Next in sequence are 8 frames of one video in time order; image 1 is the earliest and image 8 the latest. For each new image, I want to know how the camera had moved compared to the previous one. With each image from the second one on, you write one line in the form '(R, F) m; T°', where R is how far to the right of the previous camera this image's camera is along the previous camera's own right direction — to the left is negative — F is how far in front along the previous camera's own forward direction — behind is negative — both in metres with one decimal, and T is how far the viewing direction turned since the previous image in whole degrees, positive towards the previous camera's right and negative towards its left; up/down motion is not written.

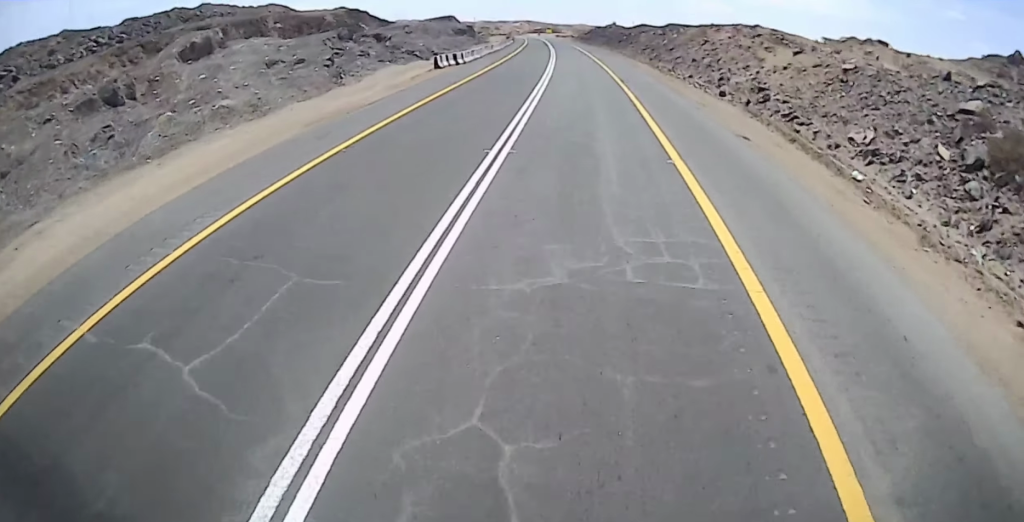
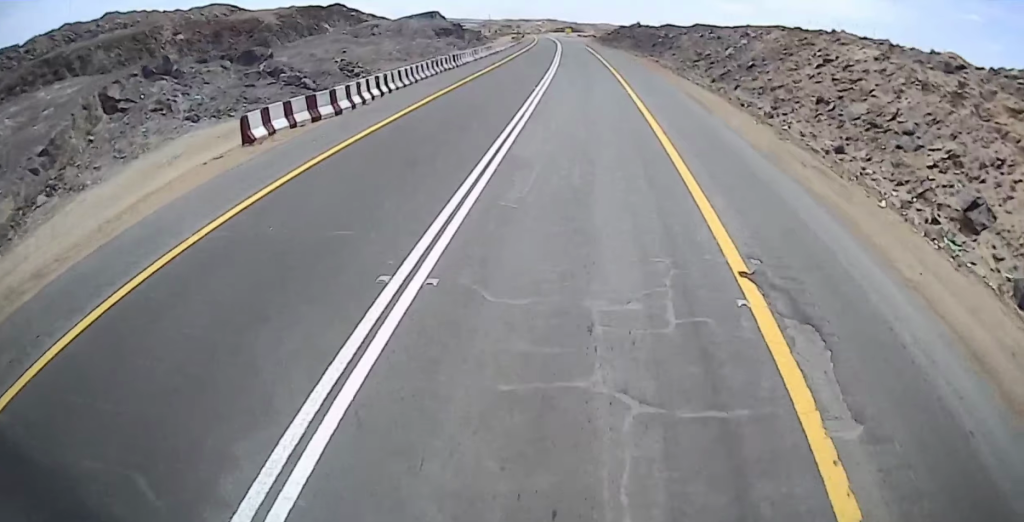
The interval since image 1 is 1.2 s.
(0.0, +23.7) m; 0°
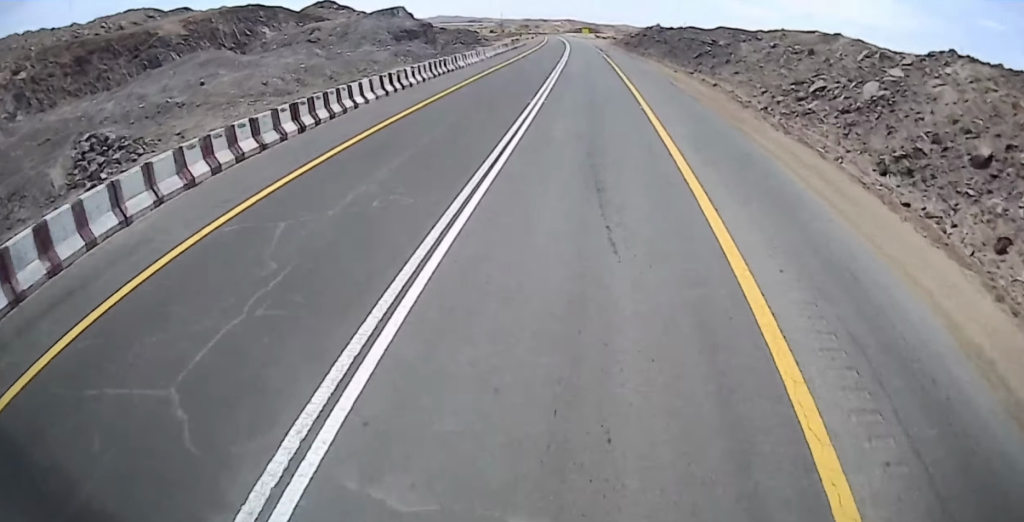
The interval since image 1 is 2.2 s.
(0.0, +21.9) m; 0°
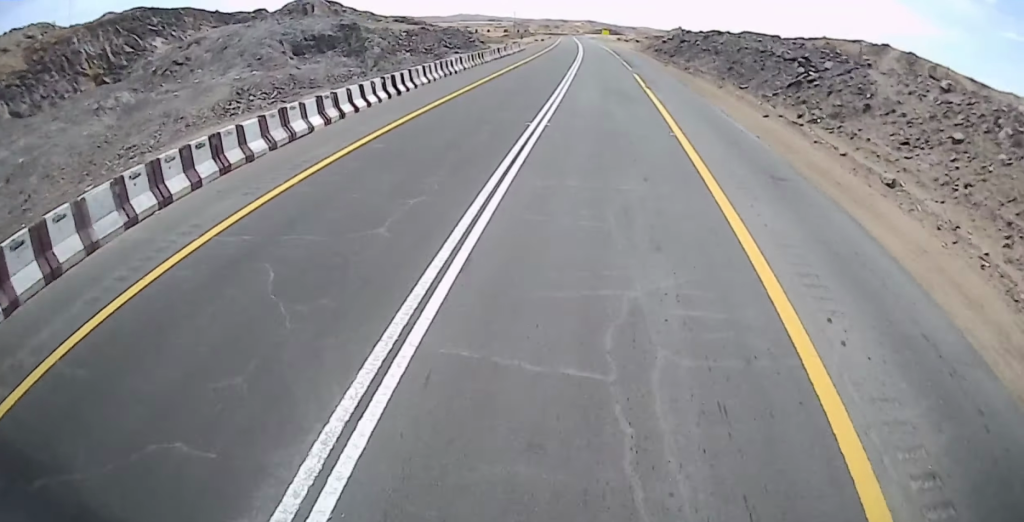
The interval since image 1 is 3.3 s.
(0.0, +21.9) m; -4°
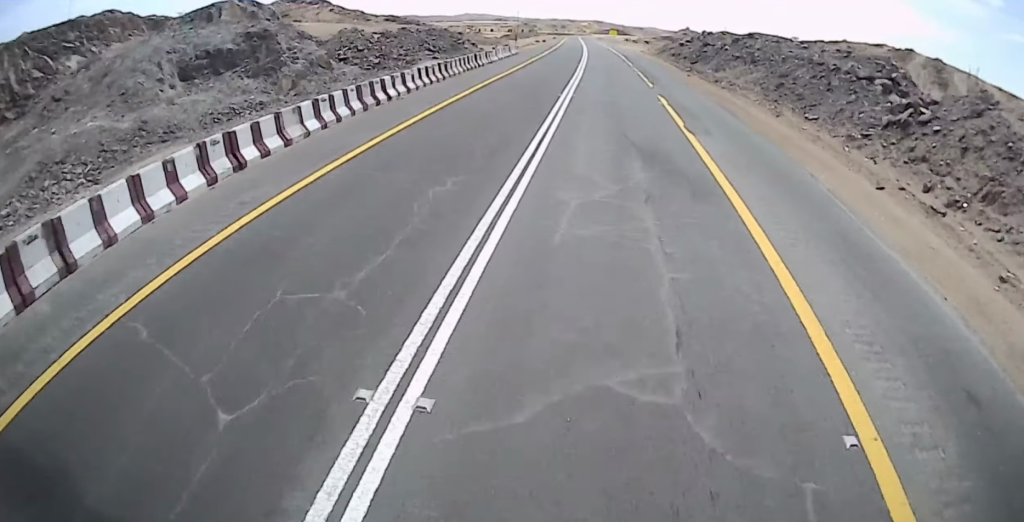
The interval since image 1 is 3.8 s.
(-0.4, +10.7) m; -6°
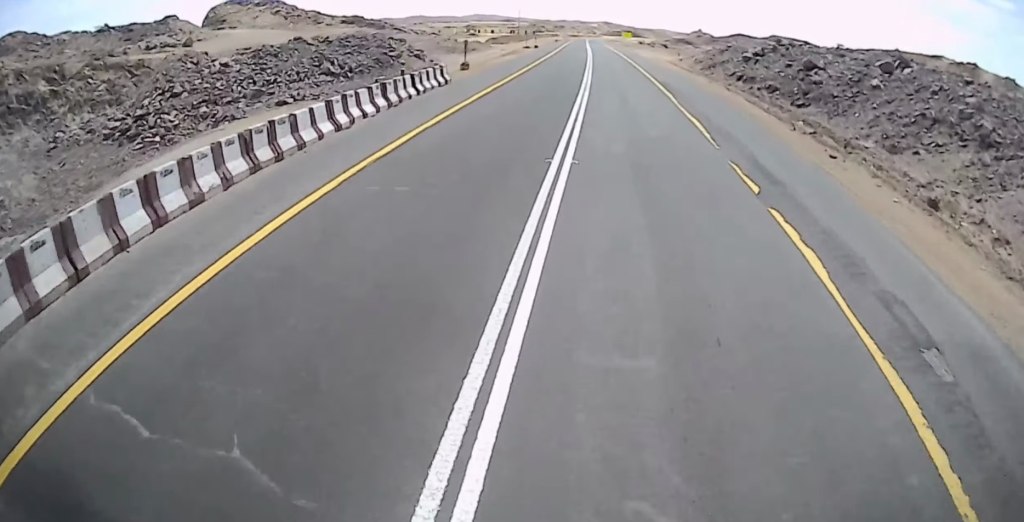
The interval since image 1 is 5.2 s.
(-5.3, +27.2) m; -1°
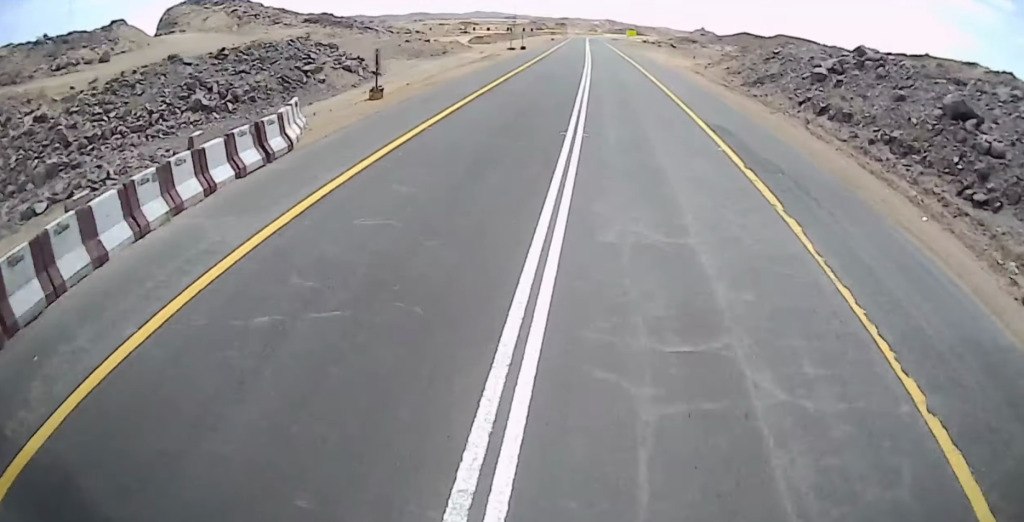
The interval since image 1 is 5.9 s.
(+1.1, +12.2) m; +11°
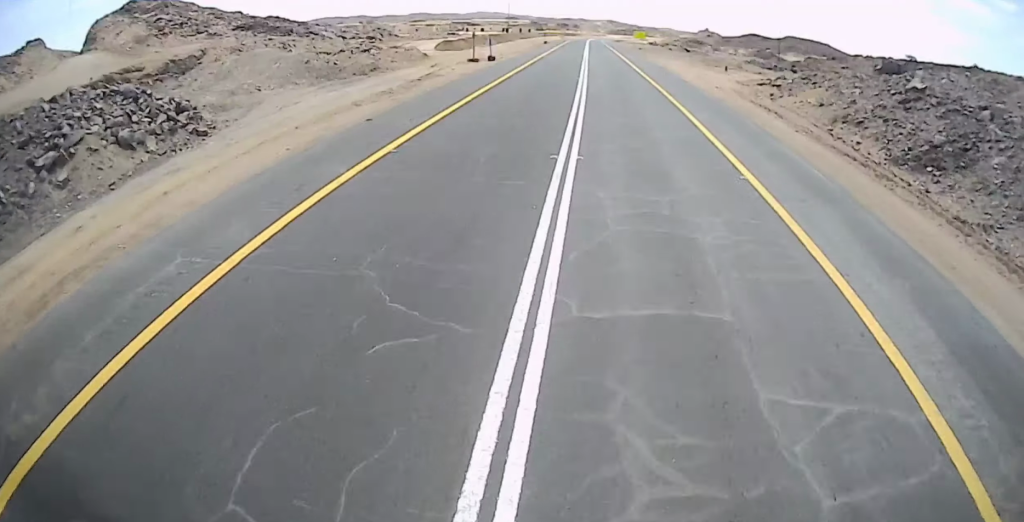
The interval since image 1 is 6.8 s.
(+4.9, +16.2) m; +4°
